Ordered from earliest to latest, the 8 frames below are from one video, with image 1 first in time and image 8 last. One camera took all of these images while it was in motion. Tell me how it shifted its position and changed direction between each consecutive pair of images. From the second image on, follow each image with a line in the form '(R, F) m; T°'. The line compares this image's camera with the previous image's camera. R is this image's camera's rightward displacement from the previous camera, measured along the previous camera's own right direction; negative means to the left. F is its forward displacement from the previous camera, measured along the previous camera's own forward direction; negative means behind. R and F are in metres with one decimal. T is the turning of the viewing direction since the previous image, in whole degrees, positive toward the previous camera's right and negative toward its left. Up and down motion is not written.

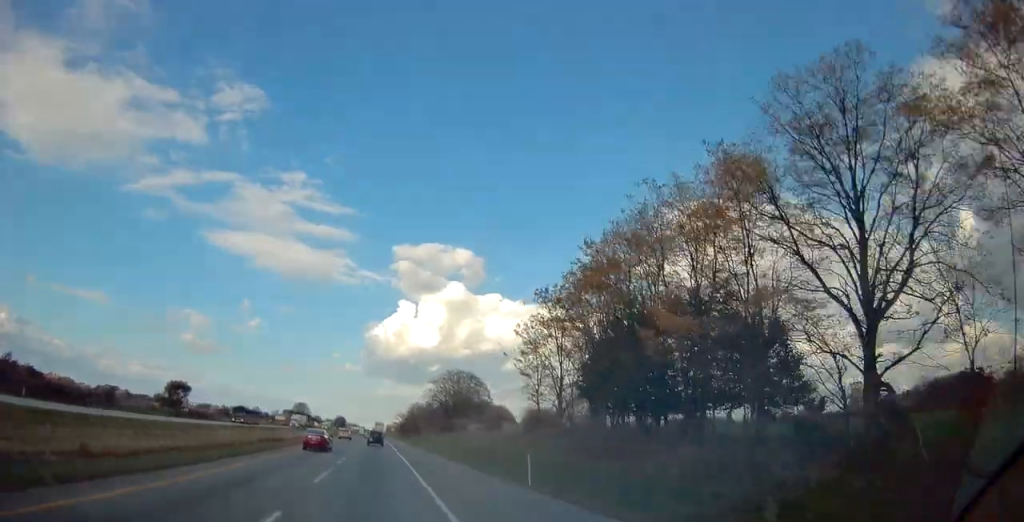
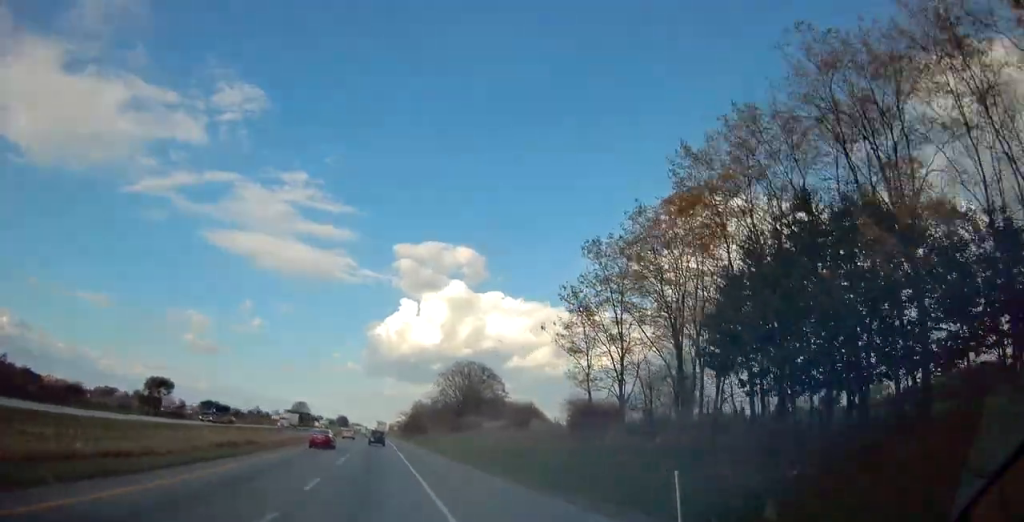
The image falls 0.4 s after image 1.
(+0.1, +12.0) m; 0°
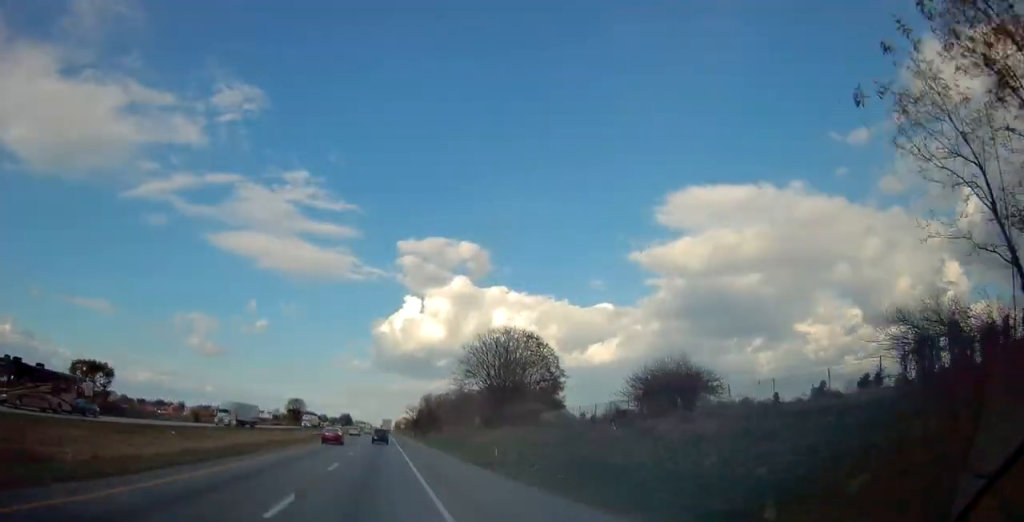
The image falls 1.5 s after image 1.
(-0.3, +29.7) m; -1°
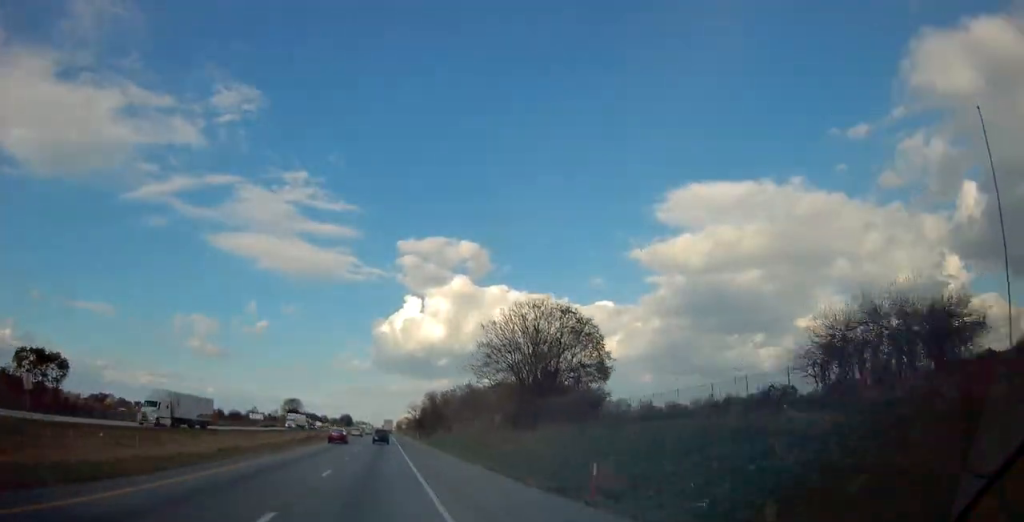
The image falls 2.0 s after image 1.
(-0.1, +15.0) m; 0°
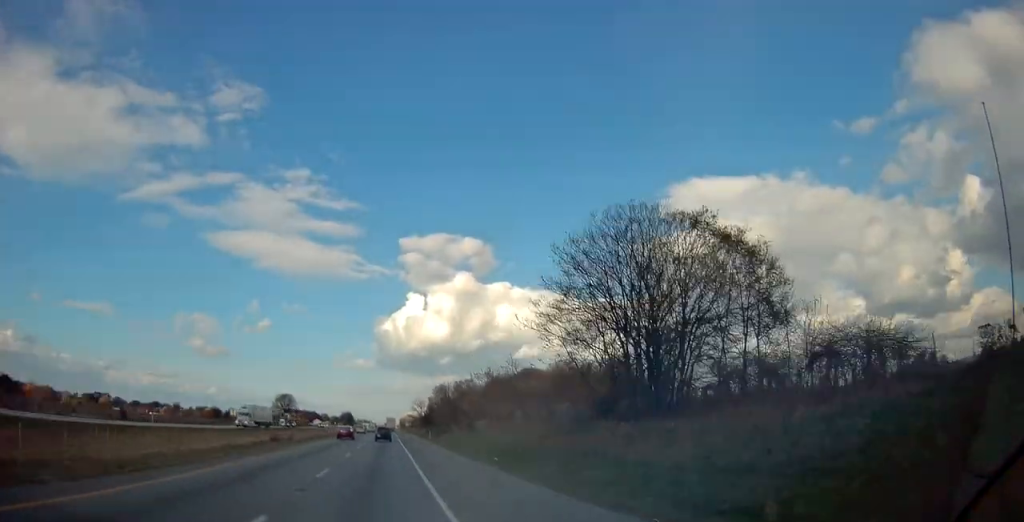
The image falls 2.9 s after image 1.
(-0.1, +25.3) m; 0°
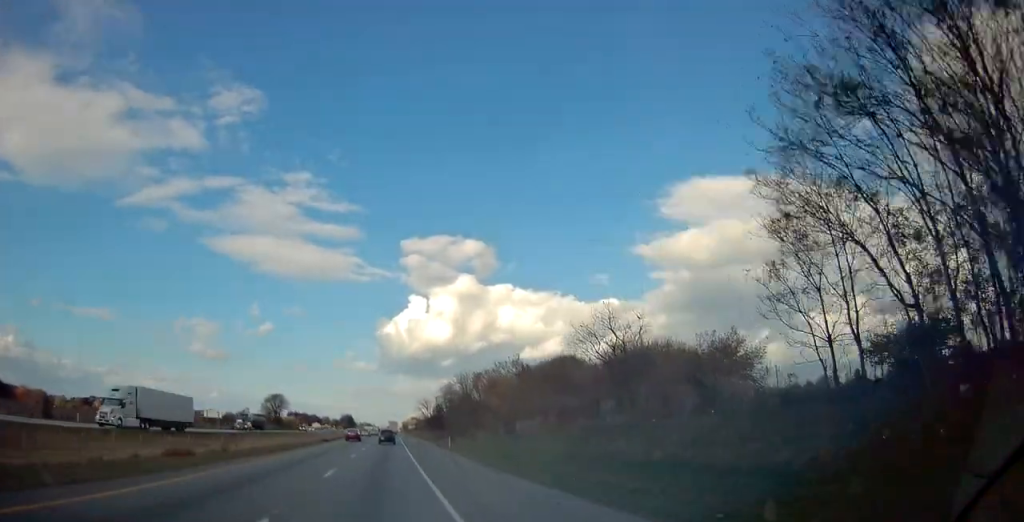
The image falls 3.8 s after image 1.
(0.0, +24.4) m; 0°
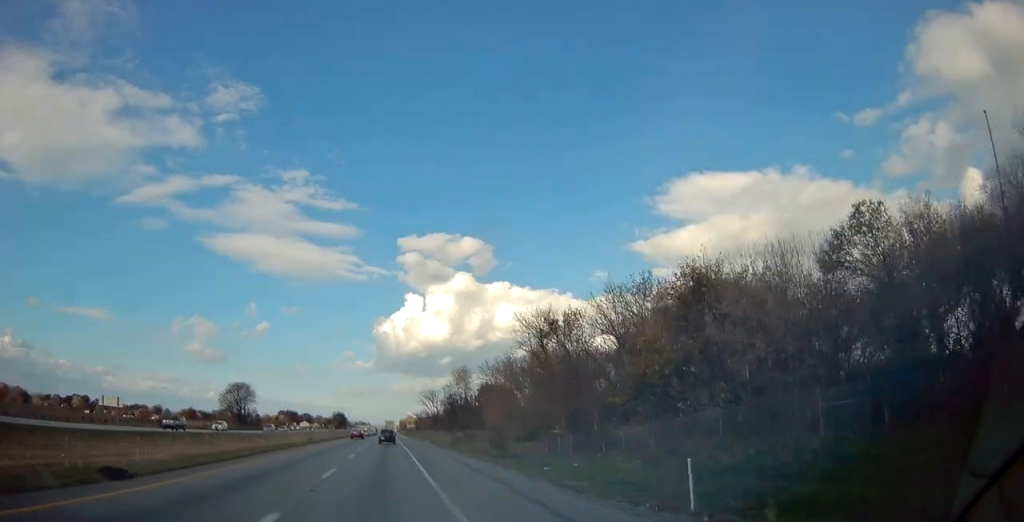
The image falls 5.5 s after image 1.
(0.0, +49.0) m; 0°
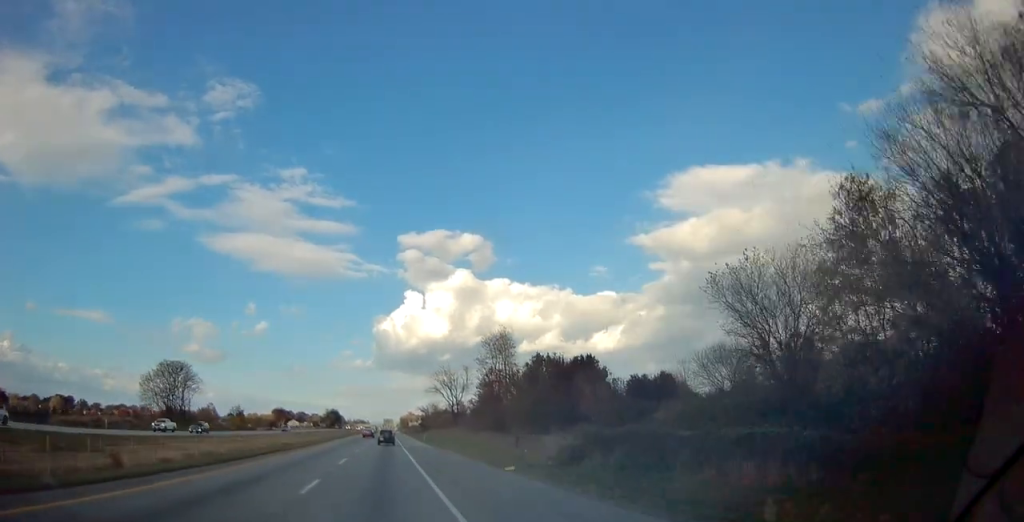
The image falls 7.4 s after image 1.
(+0.1, +53.9) m; 0°
